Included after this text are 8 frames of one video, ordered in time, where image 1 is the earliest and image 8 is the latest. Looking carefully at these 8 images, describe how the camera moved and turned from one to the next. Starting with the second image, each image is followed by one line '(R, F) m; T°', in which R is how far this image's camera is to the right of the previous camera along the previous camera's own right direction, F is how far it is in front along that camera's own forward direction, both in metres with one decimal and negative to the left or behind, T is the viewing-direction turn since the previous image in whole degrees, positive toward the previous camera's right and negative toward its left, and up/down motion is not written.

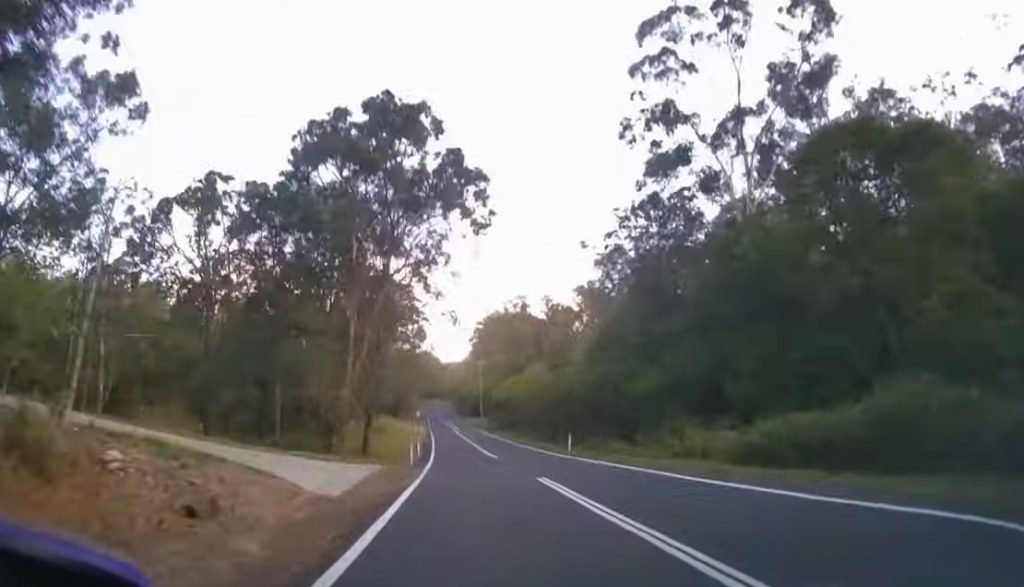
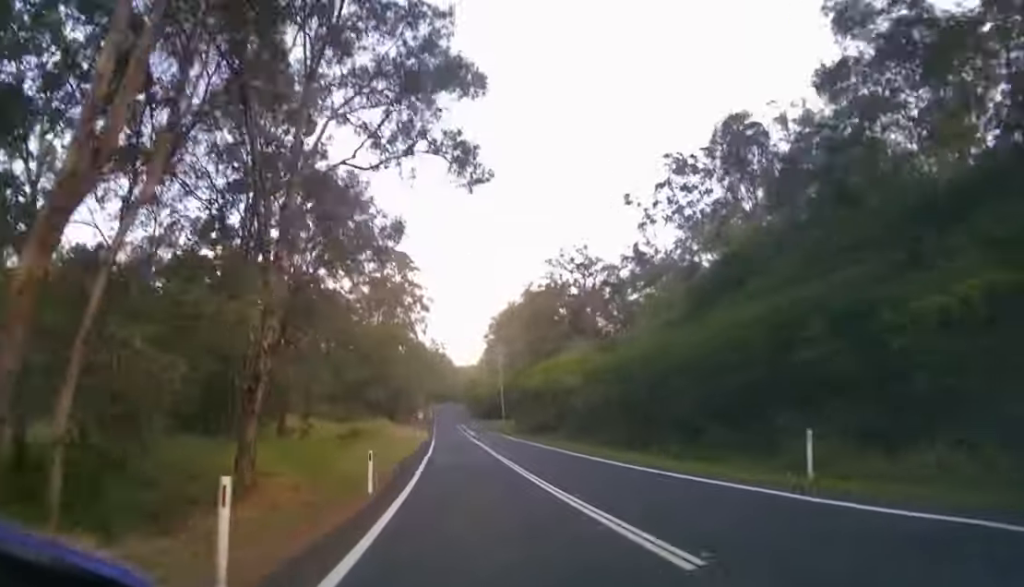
(-0.6, +22.5) m; -2°
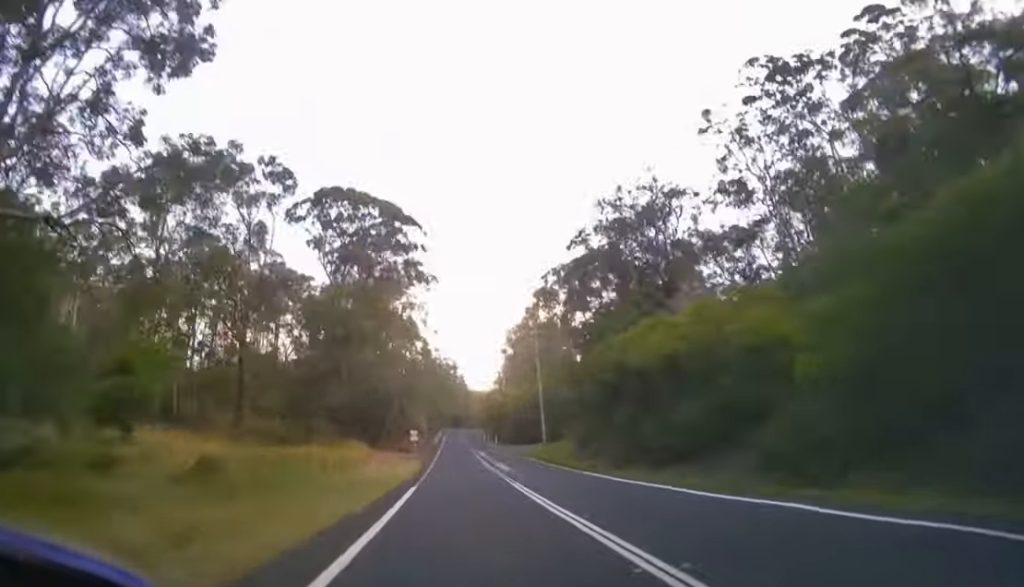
(-0.5, +31.5) m; -2°
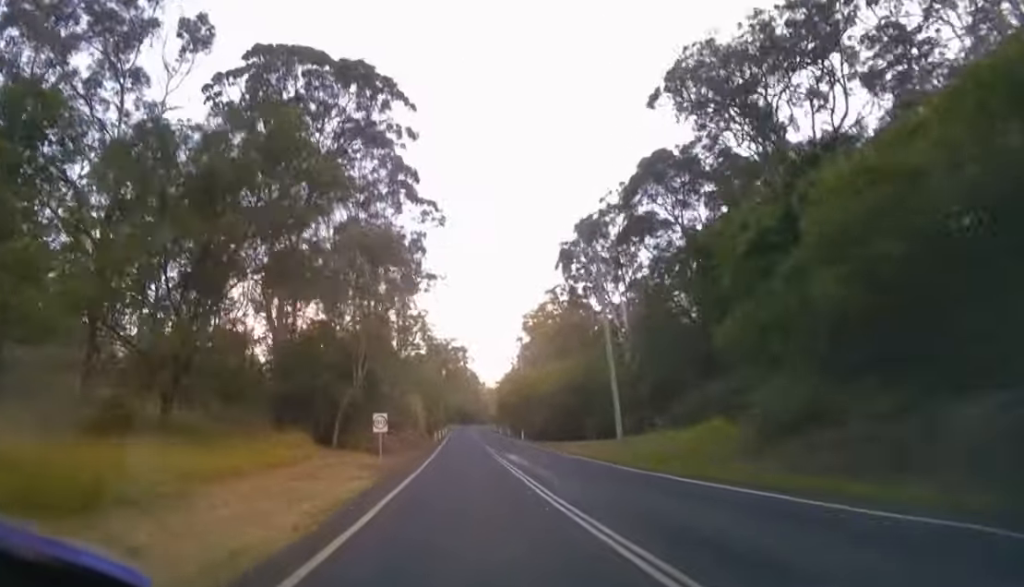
(-0.2, +22.3) m; -1°
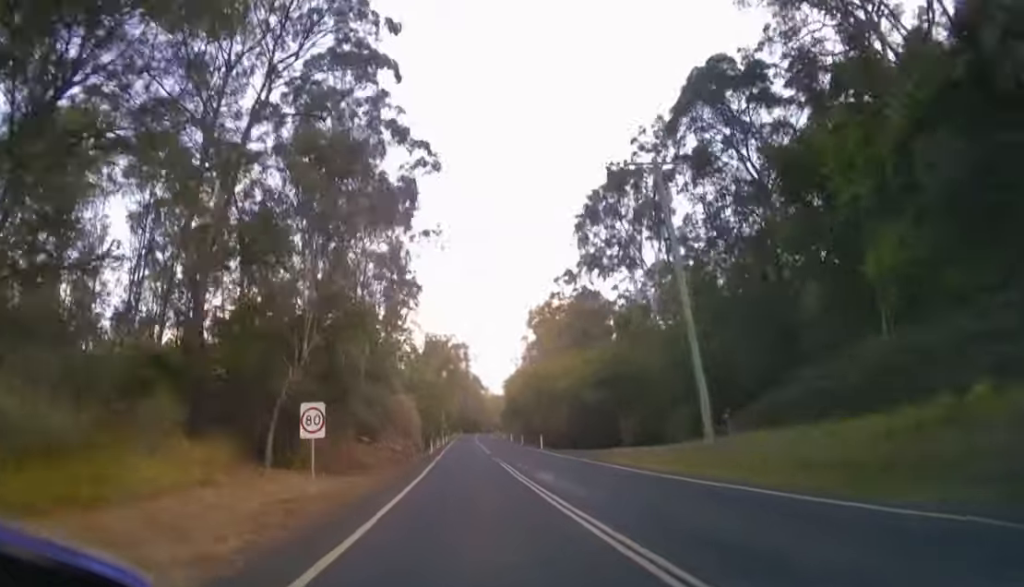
(0.0, +10.8) m; 0°
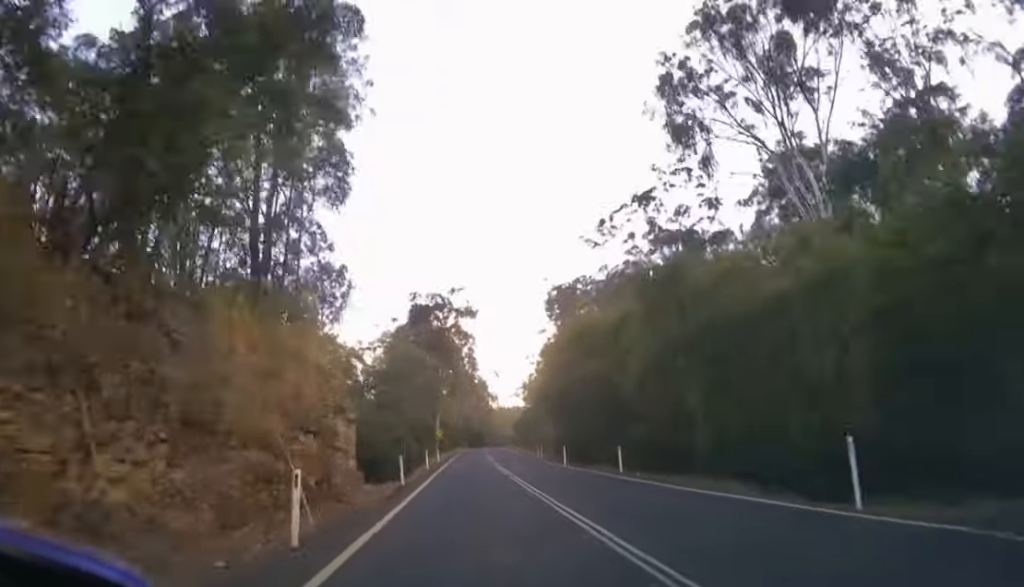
(-0.1, +28.1) m; 0°
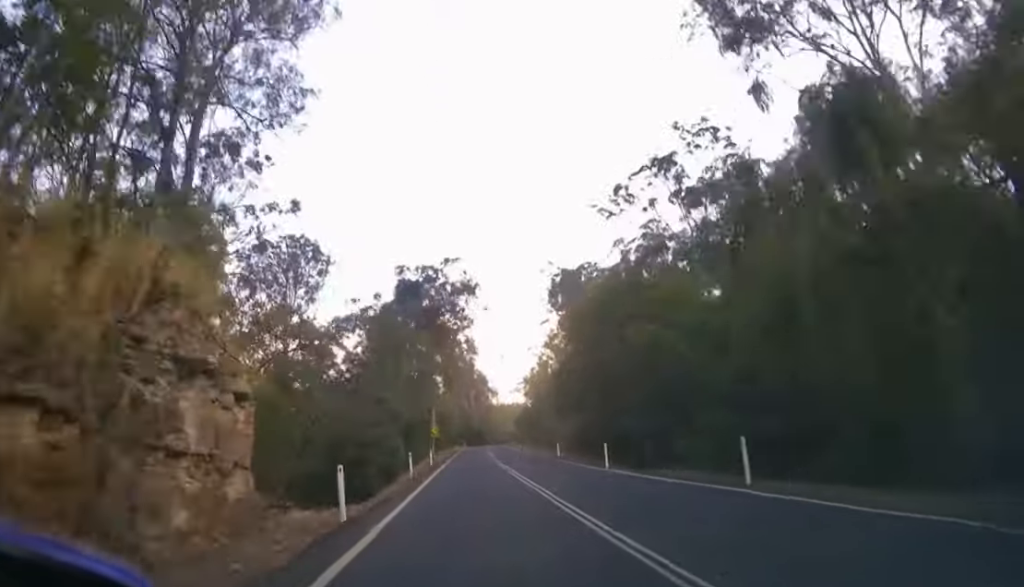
(0.0, +8.5) m; 0°
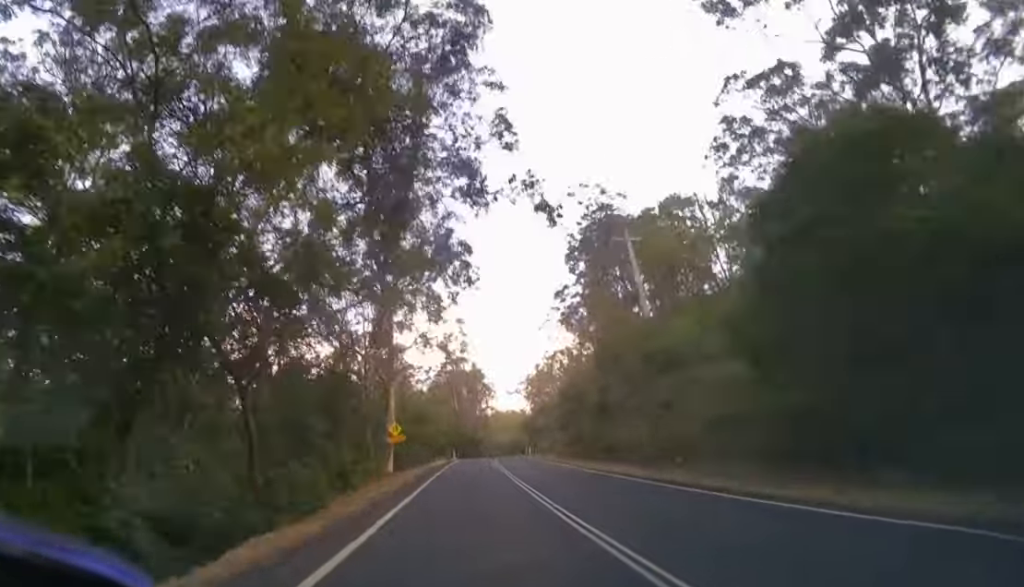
(+0.4, +28.6) m; +2°
